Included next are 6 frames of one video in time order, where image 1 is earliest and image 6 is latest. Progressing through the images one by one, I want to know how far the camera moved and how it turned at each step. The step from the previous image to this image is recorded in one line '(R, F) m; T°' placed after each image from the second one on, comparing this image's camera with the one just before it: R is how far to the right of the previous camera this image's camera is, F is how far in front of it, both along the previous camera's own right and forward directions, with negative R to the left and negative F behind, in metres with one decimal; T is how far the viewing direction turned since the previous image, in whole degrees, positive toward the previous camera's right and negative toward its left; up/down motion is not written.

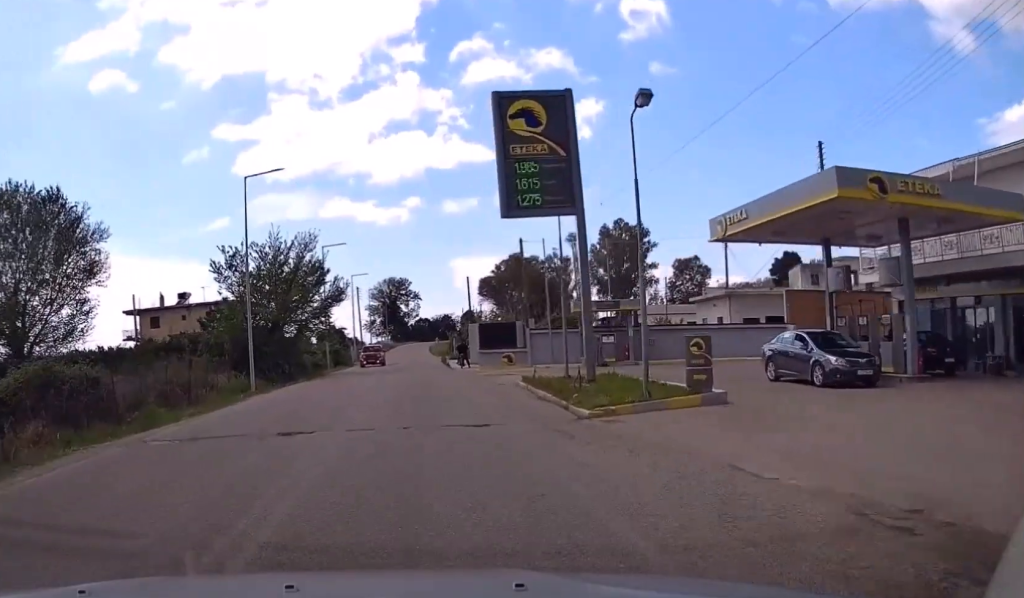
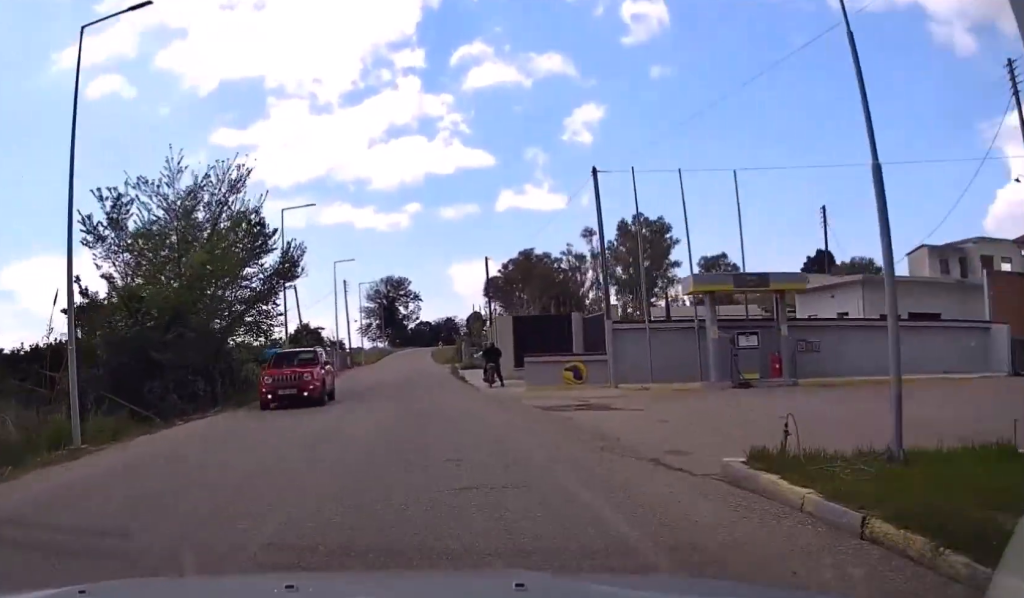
(-0.1, +16.8) m; 0°
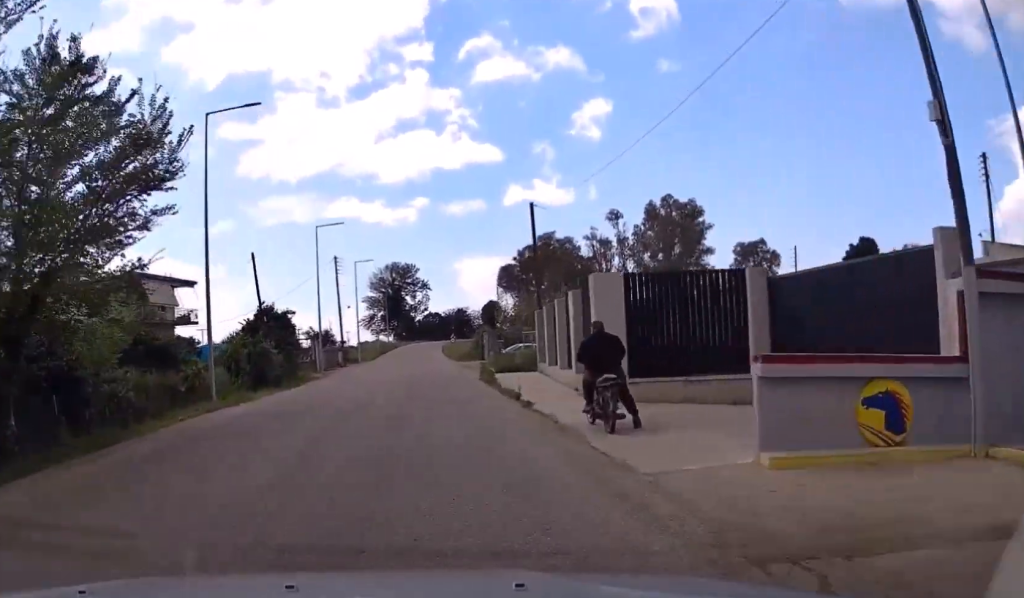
(+0.1, +15.5) m; 0°
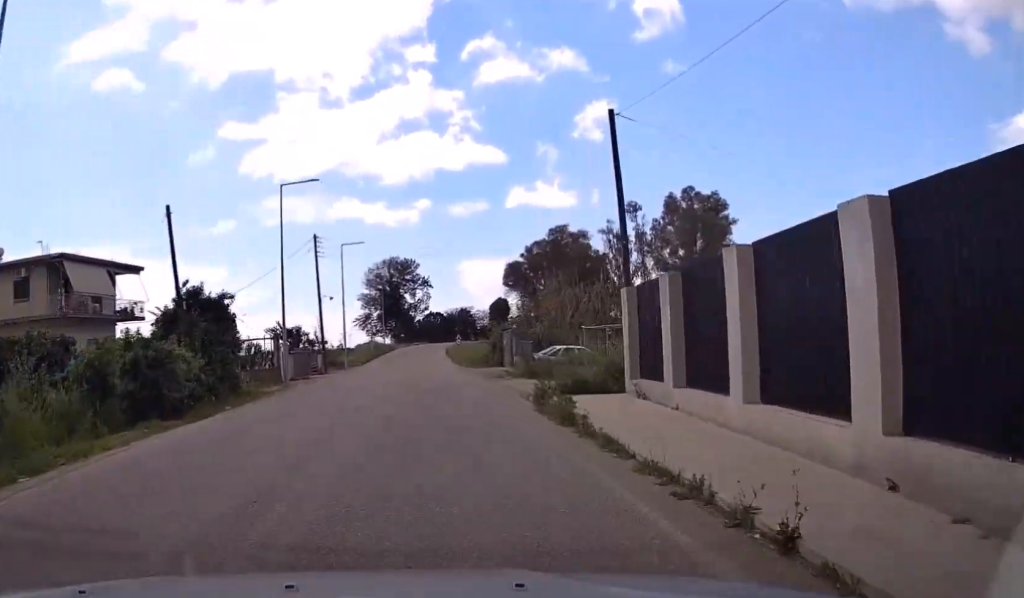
(-0.2, +12.5) m; -1°
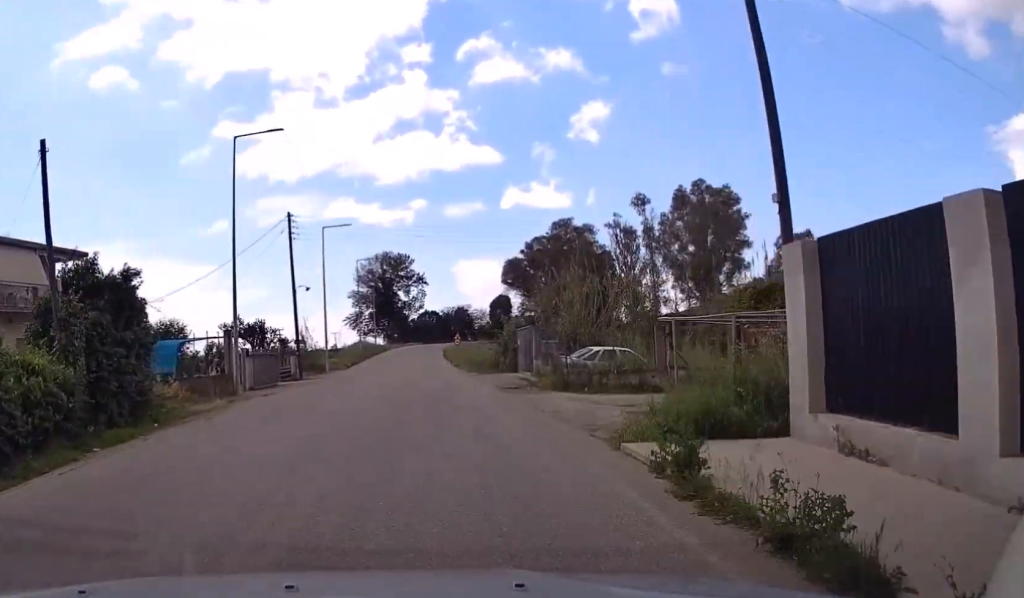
(0.0, +8.3) m; 0°
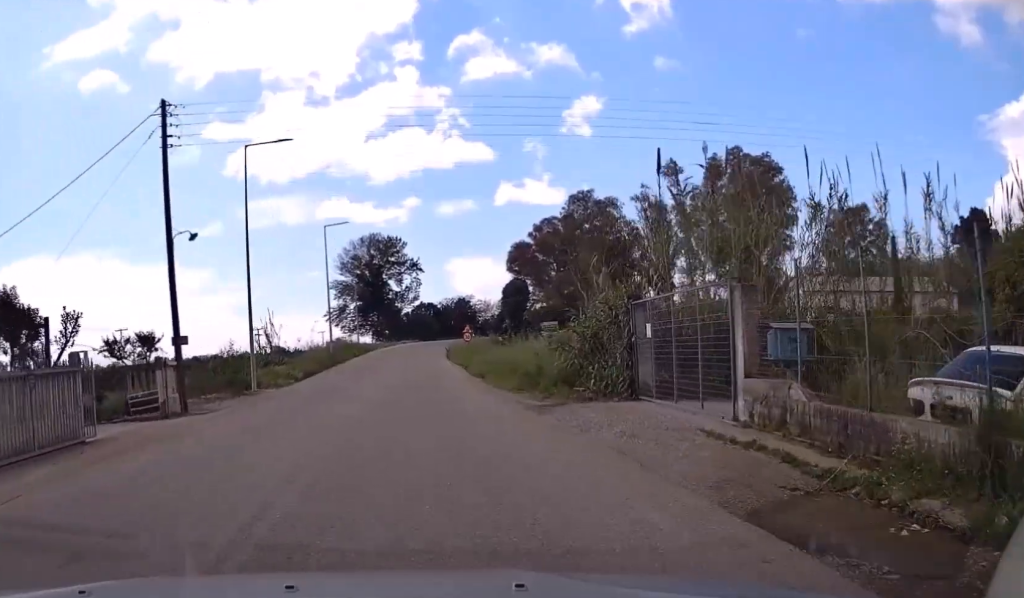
(0.0, +20.5) m; +1°
